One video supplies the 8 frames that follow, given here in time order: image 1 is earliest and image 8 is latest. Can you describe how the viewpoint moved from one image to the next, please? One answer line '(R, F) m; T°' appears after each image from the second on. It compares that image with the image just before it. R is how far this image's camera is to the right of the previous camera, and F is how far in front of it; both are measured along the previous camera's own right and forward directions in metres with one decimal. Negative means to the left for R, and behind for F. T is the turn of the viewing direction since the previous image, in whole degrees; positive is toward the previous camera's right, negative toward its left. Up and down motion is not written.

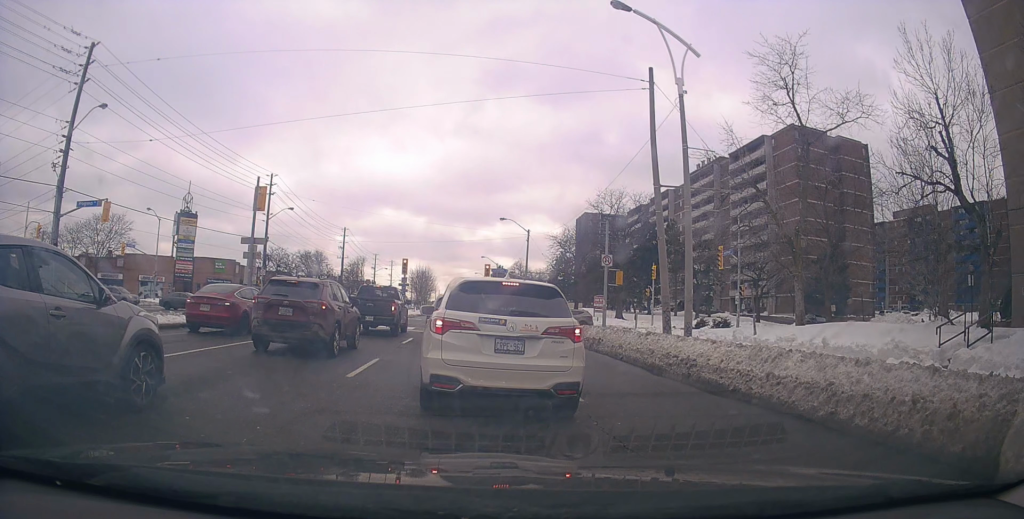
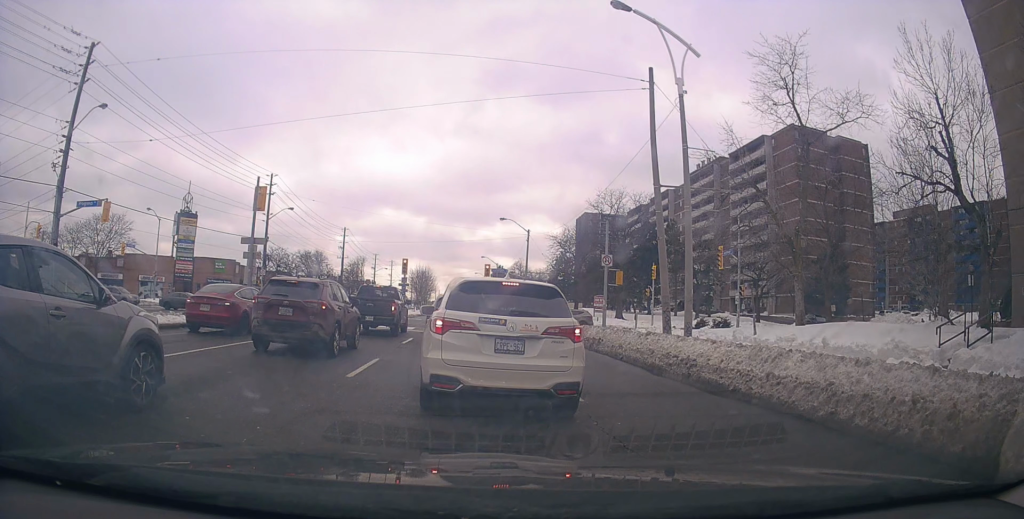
(0.0, 0.0) m; 0°
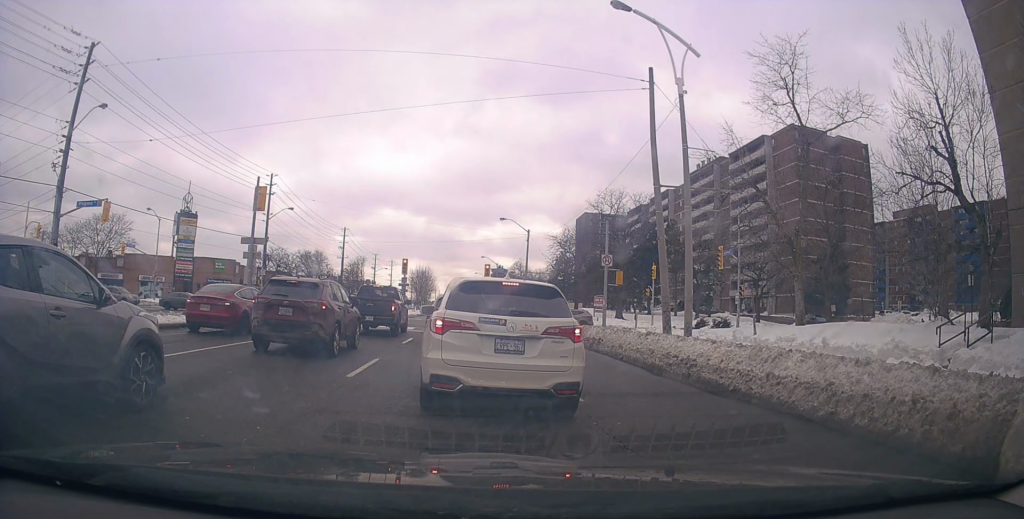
(0.0, 0.0) m; 0°
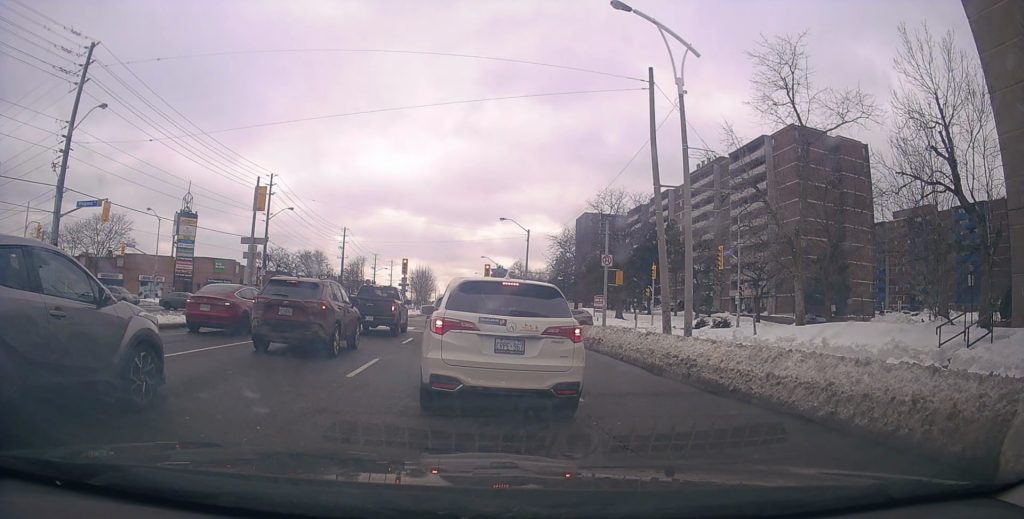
(0.0, 0.0) m; 0°
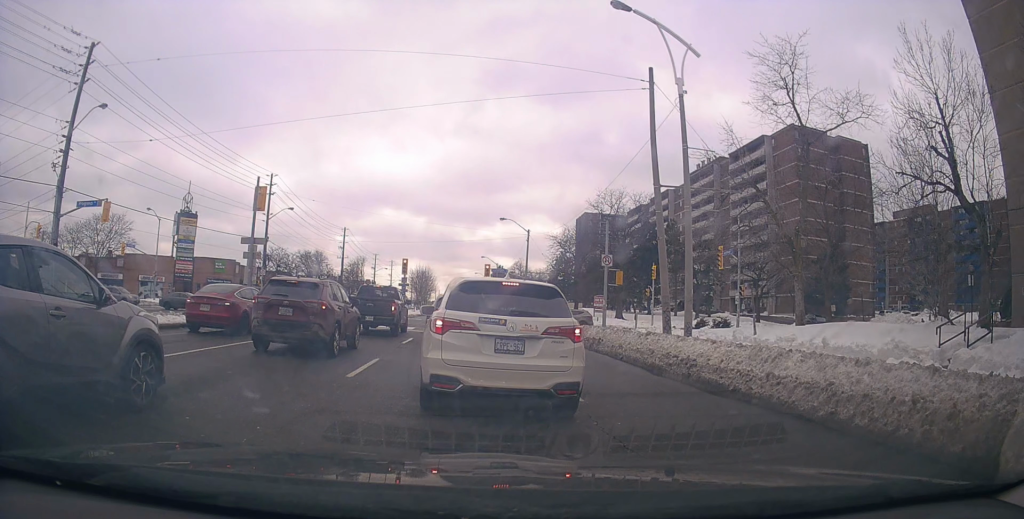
(0.0, 0.0) m; 0°
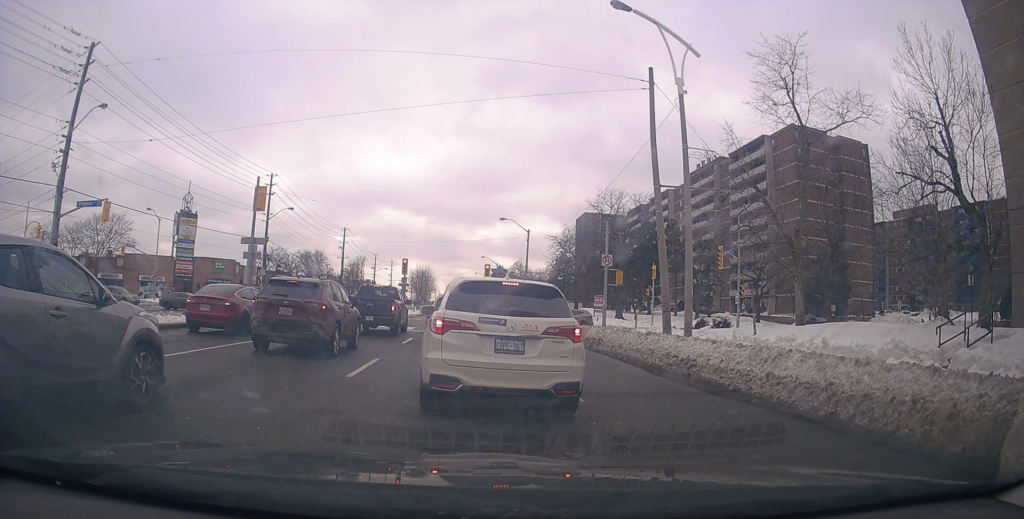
(0.0, 0.0) m; 0°
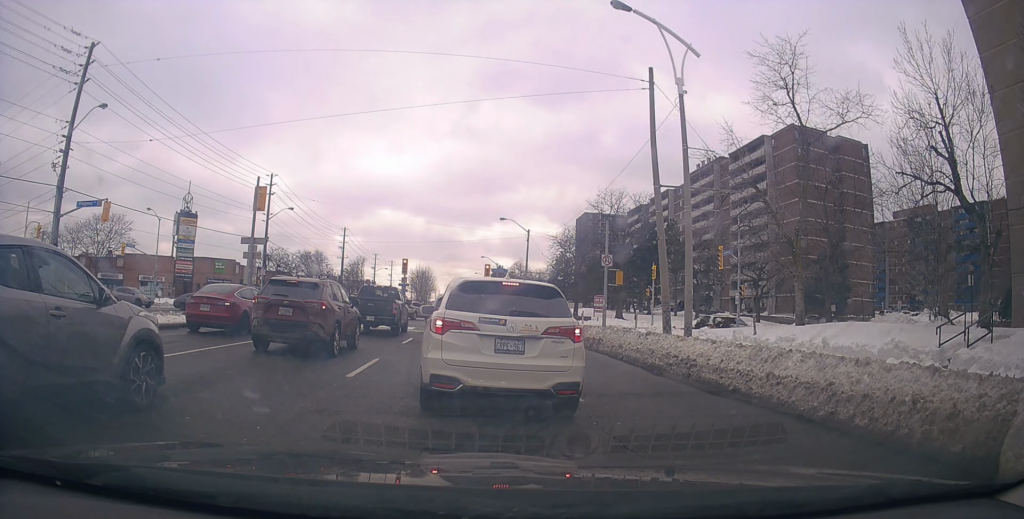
(0.0, 0.0) m; 0°
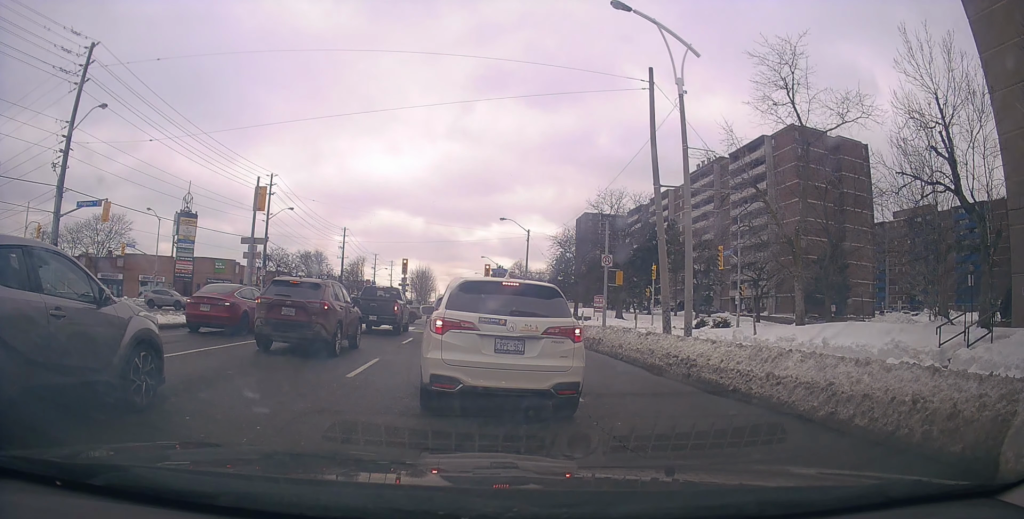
(0.0, 0.0) m; 0°
